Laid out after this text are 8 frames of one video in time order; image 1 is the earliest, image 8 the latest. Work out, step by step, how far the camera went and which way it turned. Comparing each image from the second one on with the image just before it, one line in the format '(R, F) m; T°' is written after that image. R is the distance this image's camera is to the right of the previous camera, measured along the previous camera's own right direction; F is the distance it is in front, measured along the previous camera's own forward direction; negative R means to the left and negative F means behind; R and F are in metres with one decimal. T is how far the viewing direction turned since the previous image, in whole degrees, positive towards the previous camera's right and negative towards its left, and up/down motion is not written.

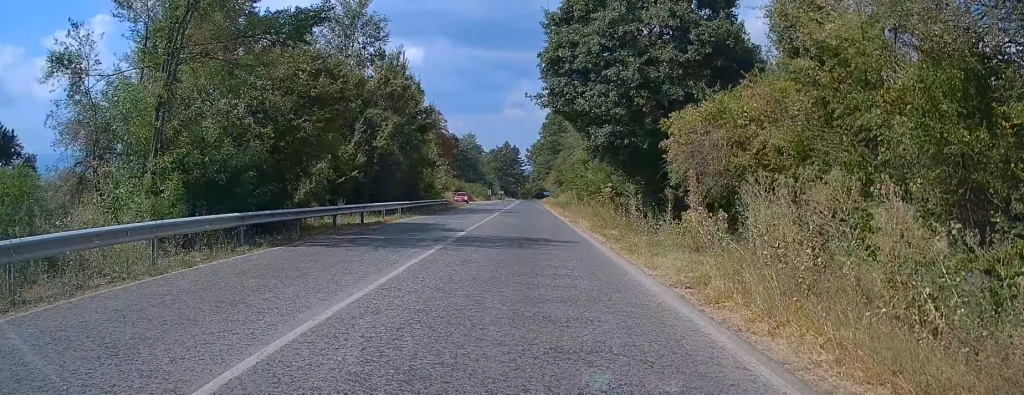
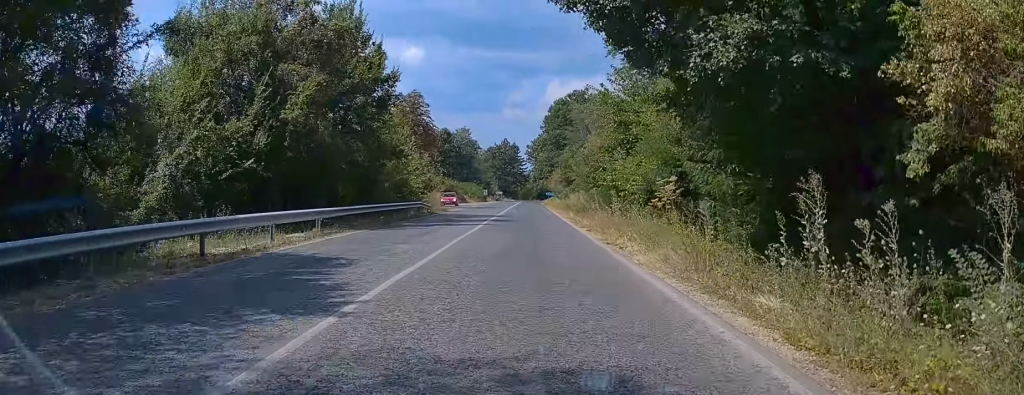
(0.0, +14.1) m; 0°
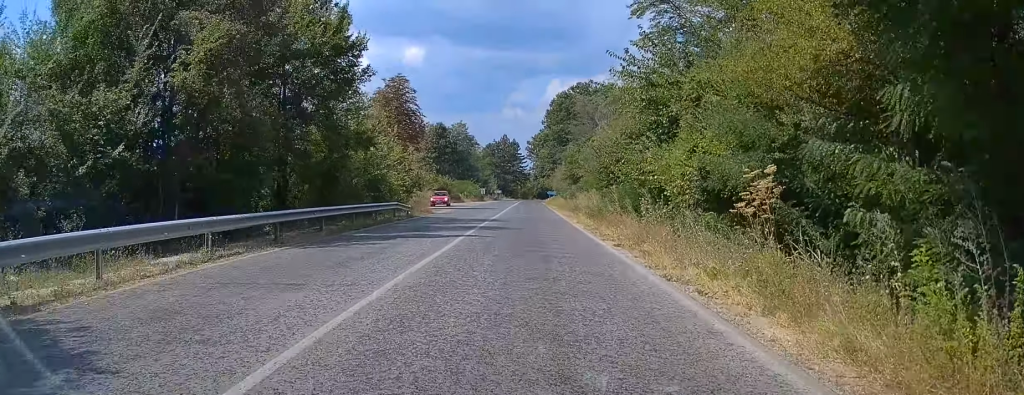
(0.0, +7.7) m; 0°
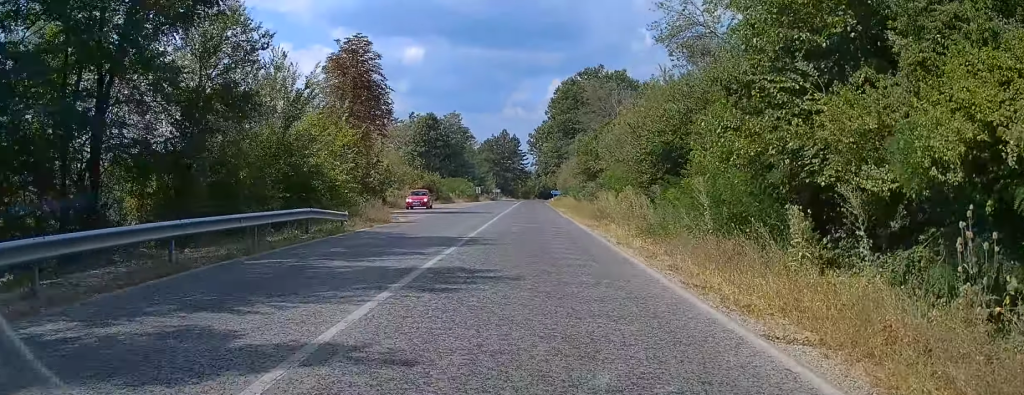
(0.0, +13.7) m; 0°
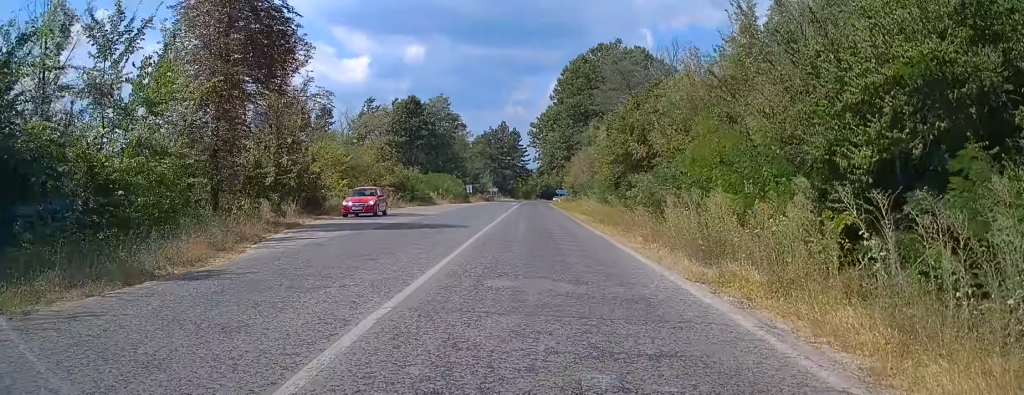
(0.0, +17.7) m; 0°
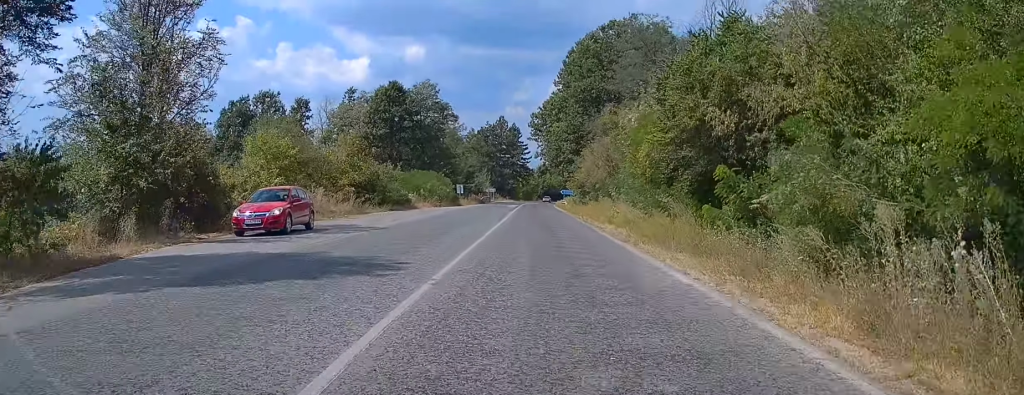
(0.0, +12.5) m; 0°
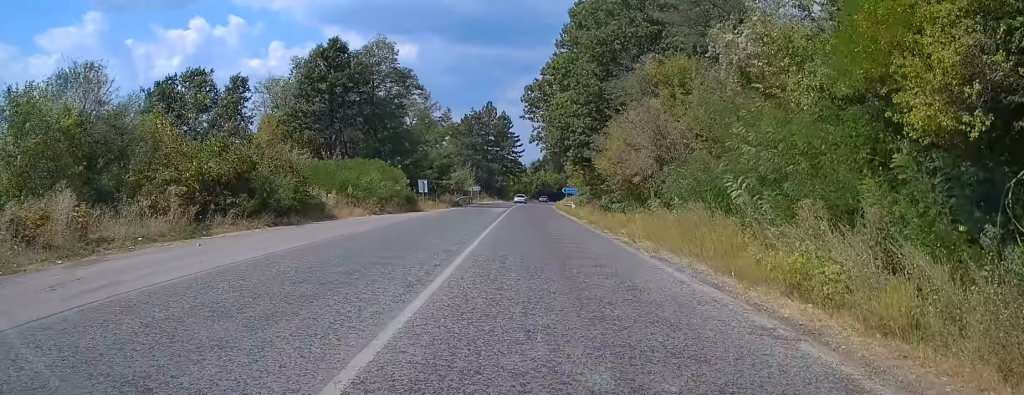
(0.0, +21.1) m; 0°
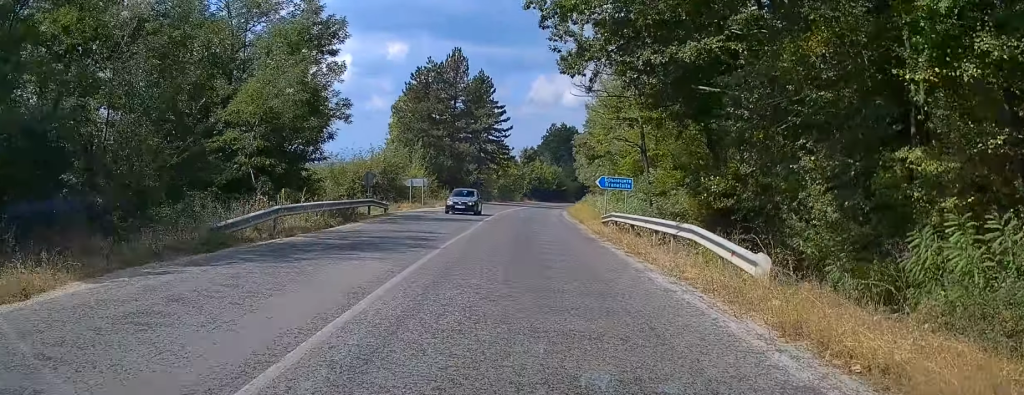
(+0.5, +44.0) m; +1°
